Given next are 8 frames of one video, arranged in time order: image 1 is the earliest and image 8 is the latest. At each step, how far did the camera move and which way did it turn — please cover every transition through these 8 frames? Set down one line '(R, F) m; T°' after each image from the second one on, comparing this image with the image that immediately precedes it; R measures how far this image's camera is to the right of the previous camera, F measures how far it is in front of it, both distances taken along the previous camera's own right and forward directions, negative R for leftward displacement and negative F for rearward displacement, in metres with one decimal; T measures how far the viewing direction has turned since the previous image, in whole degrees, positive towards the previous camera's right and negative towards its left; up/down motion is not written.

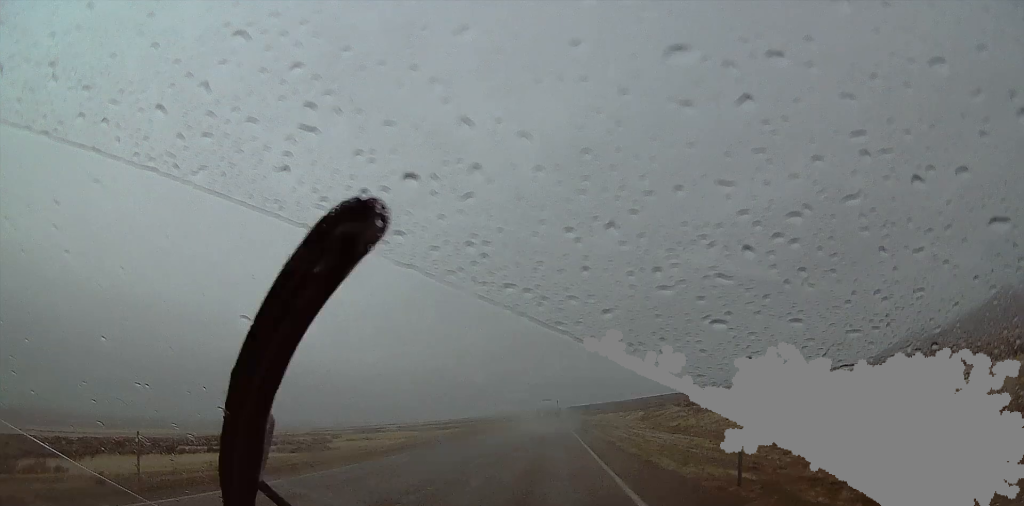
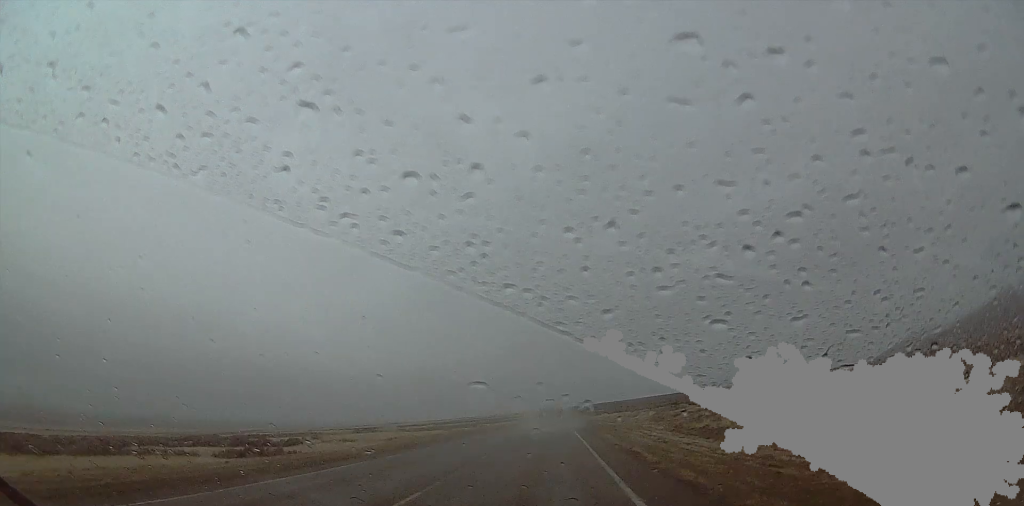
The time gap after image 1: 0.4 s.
(0.0, +10.5) m; 0°
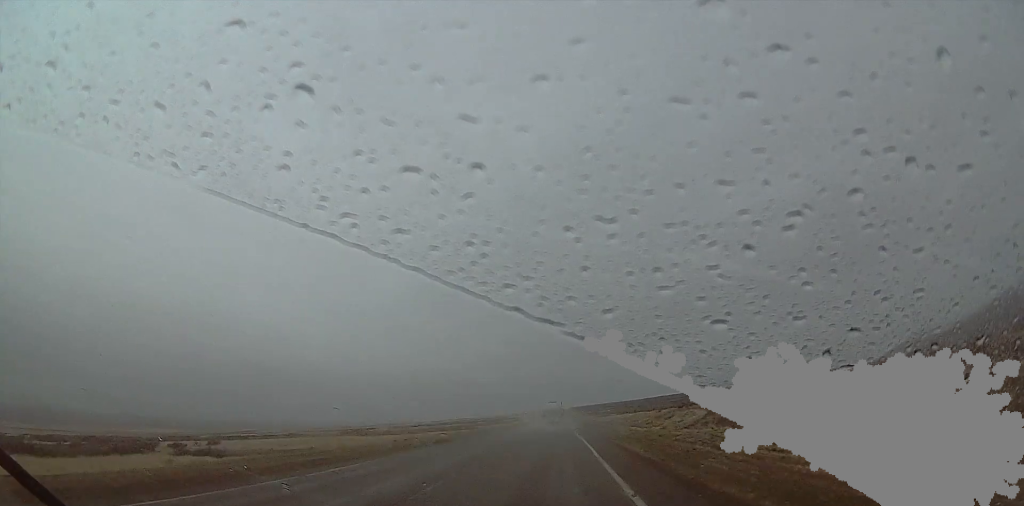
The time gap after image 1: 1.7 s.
(+0.2, +33.4) m; 0°
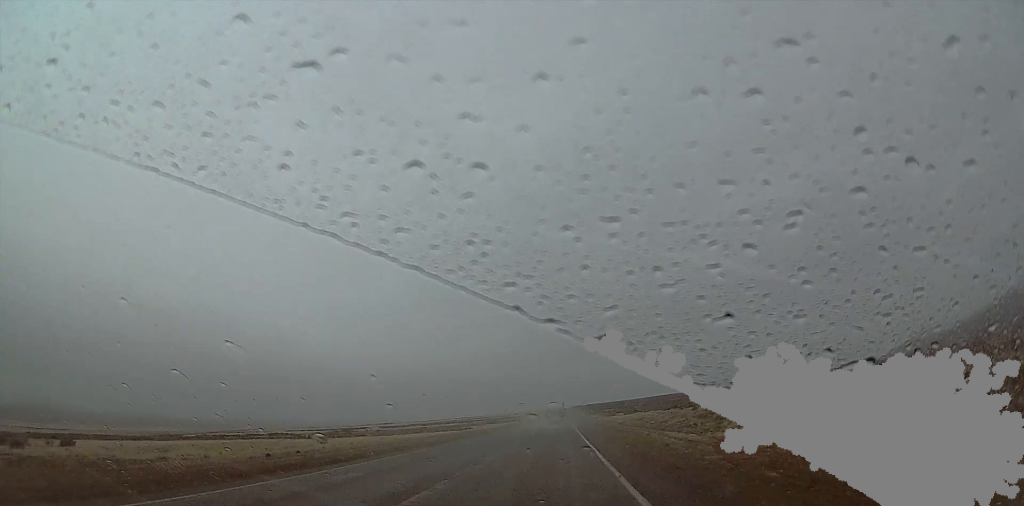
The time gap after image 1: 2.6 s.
(-0.1, +25.3) m; 0°
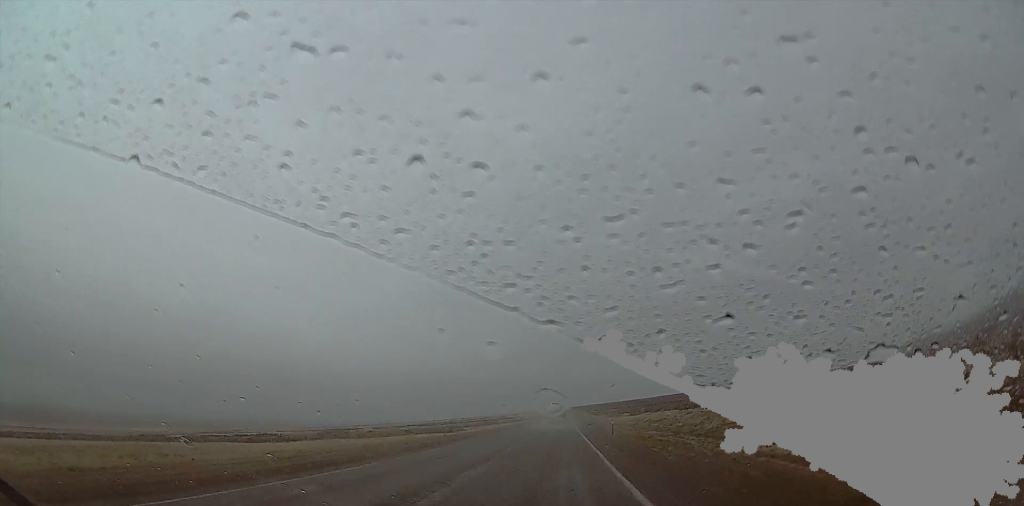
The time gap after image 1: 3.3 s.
(+0.1, +18.4) m; 0°
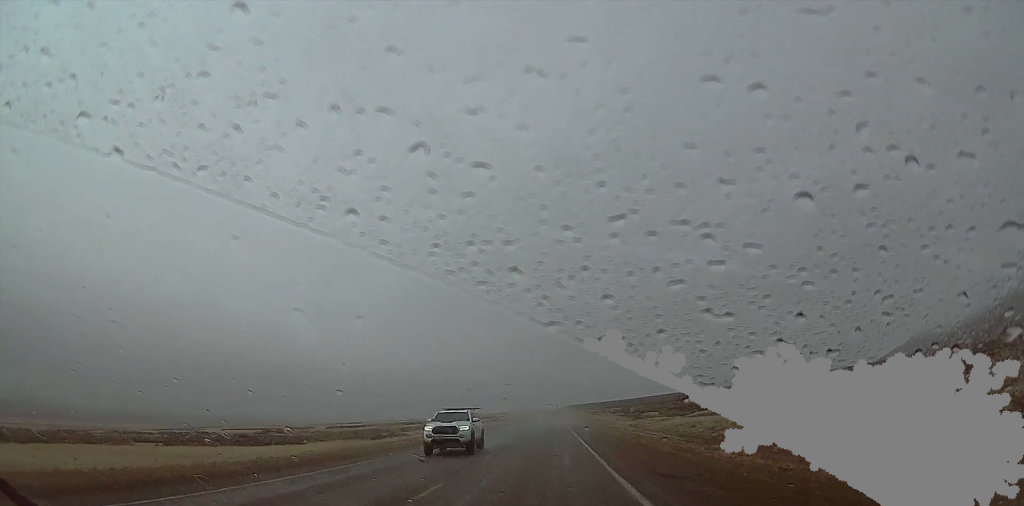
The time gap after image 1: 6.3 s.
(-0.2, +76.6) m; 0°
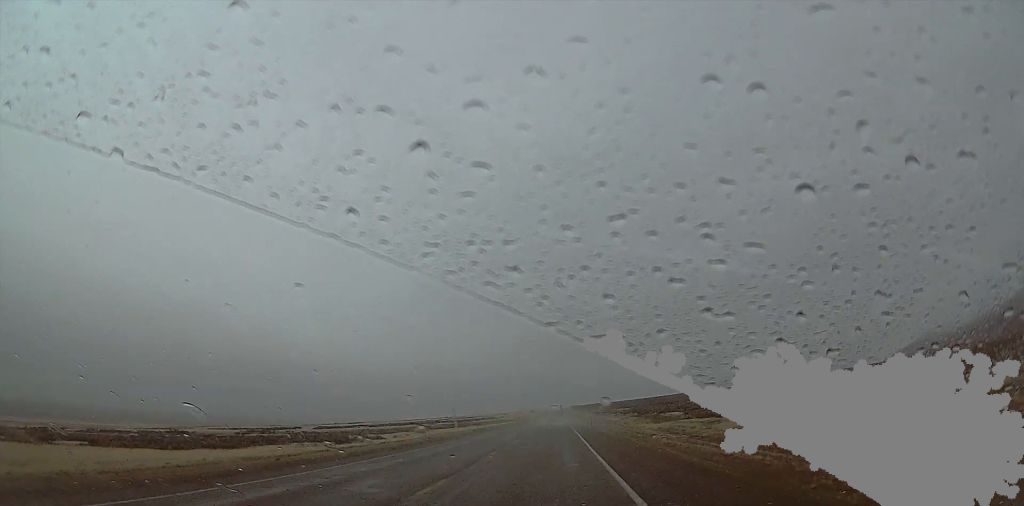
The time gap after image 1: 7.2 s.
(-0.1, +23.6) m; 0°
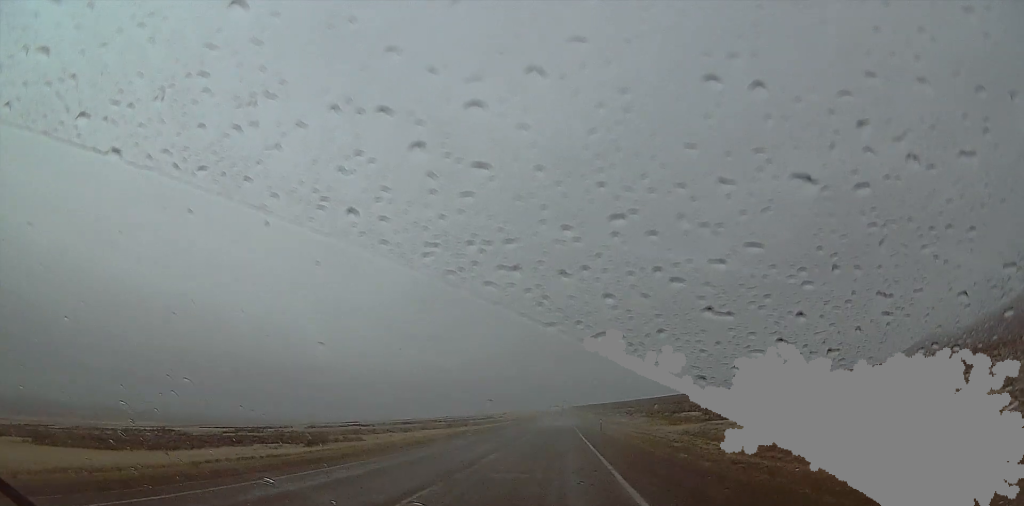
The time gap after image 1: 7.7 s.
(0.0, +14.0) m; 0°
